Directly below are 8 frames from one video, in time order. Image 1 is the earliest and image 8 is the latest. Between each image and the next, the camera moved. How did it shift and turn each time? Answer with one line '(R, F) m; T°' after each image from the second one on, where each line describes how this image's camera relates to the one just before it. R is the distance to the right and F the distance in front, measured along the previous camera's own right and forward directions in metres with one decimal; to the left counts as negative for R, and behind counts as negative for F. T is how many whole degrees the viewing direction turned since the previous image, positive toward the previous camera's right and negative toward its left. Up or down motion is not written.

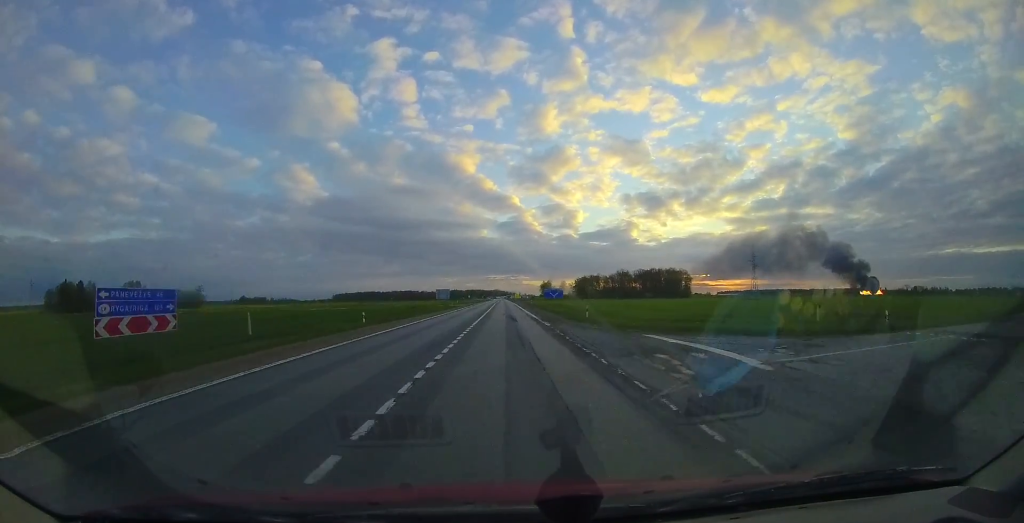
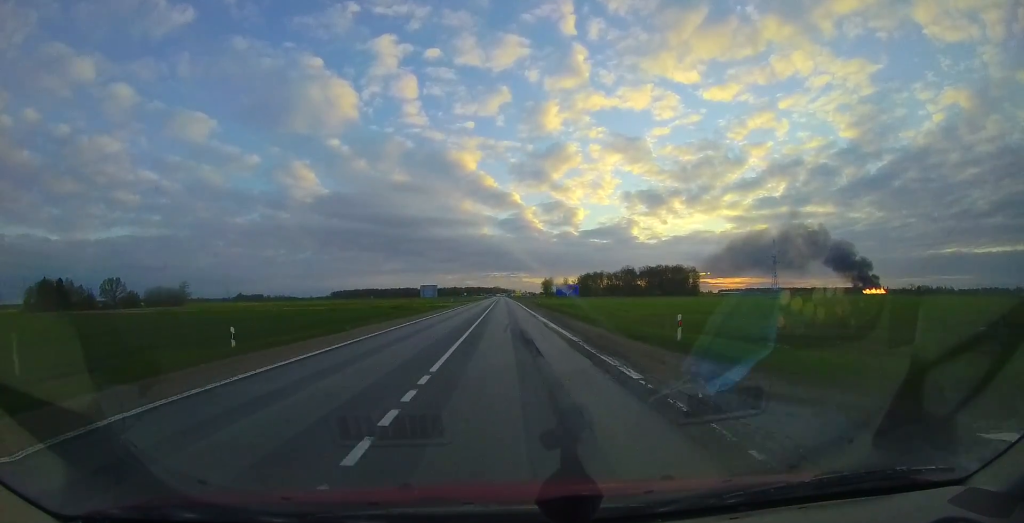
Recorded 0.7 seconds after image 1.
(0.0, +11.6) m; -1°
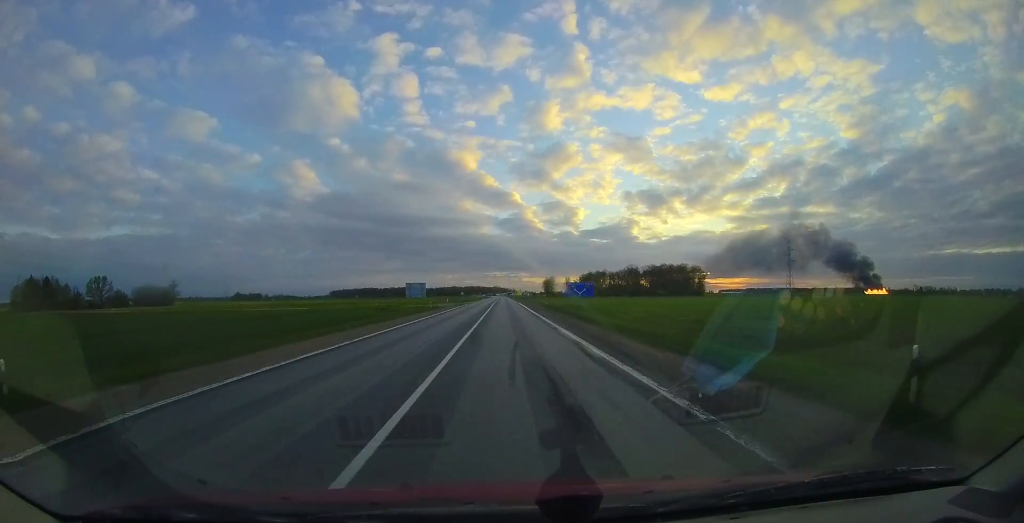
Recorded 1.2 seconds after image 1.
(0.0, +7.4) m; -1°
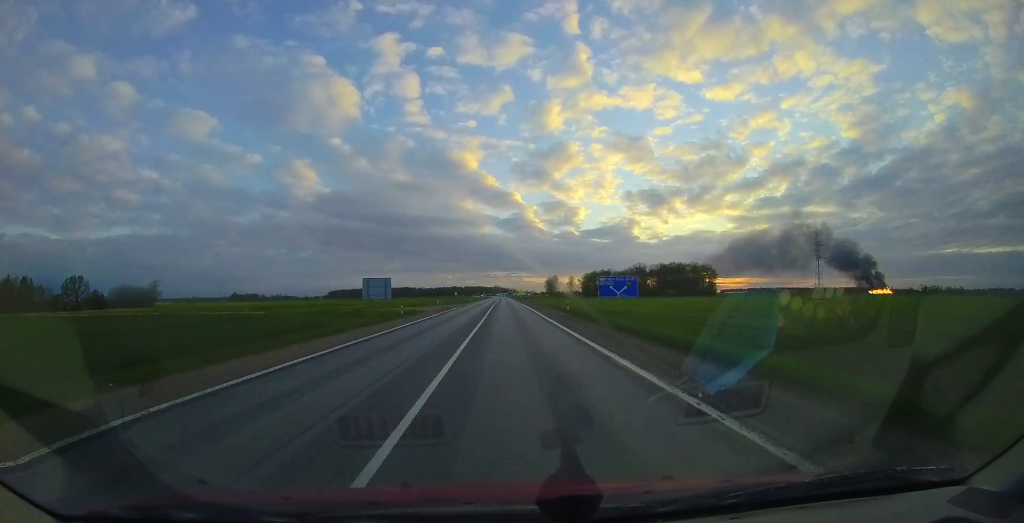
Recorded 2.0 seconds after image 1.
(-0.2, +12.9) m; 0°
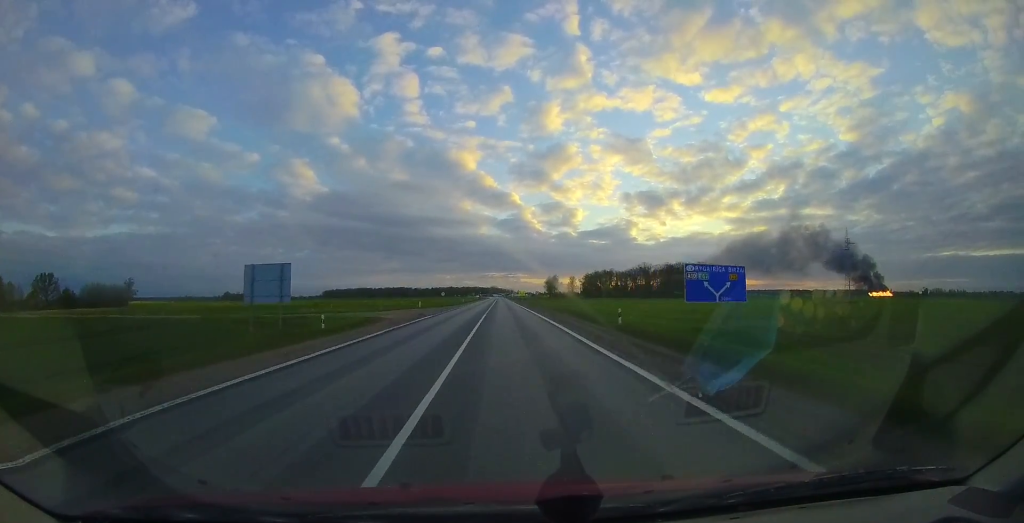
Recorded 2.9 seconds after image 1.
(+0.1, +13.4) m; +2°
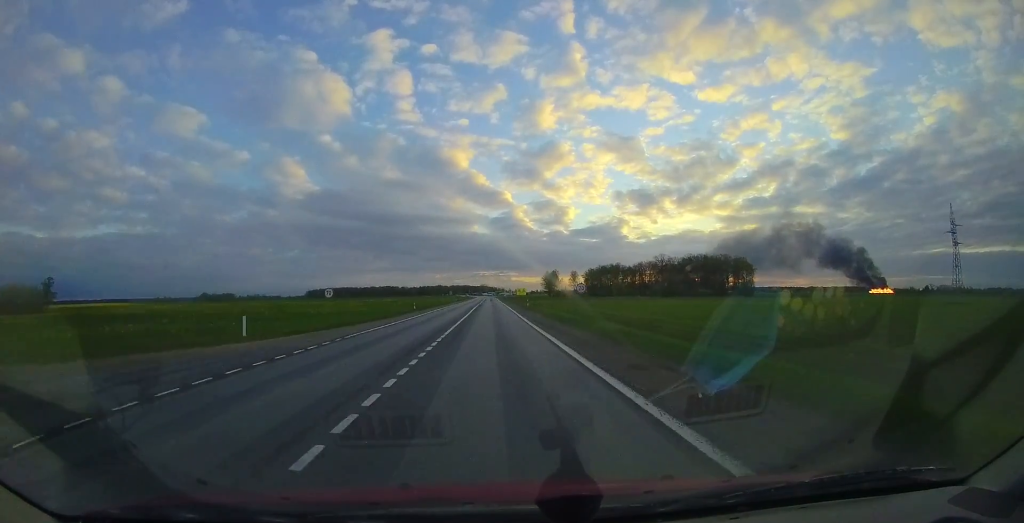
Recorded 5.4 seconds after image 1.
(+1.5, +37.1) m; +1°
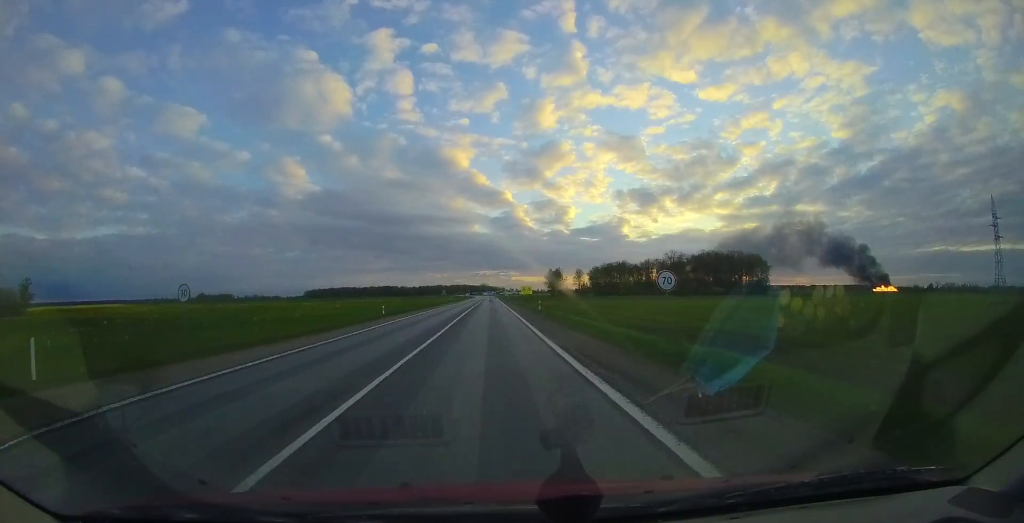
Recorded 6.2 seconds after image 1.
(-0.2, +11.3) m; -1°
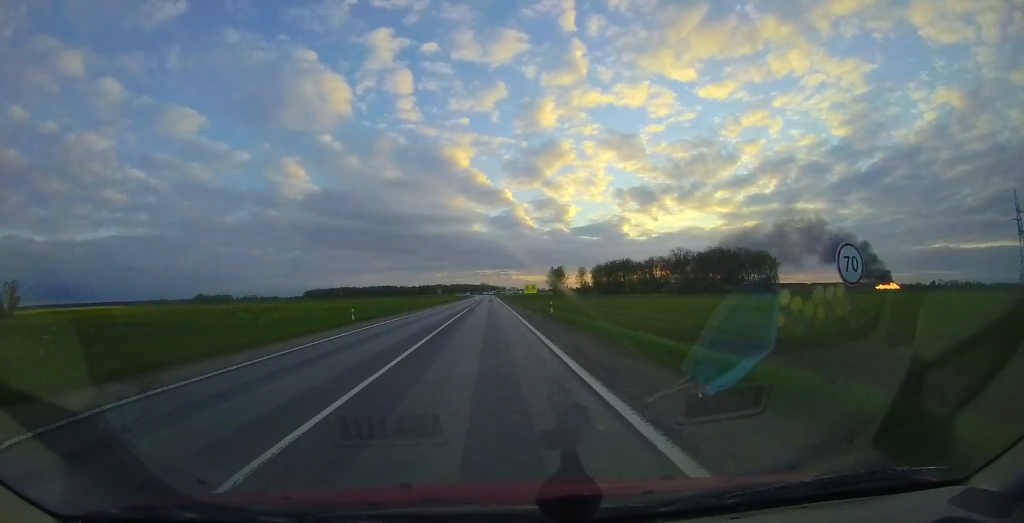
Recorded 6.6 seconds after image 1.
(0.0, +6.6) m; -1°
